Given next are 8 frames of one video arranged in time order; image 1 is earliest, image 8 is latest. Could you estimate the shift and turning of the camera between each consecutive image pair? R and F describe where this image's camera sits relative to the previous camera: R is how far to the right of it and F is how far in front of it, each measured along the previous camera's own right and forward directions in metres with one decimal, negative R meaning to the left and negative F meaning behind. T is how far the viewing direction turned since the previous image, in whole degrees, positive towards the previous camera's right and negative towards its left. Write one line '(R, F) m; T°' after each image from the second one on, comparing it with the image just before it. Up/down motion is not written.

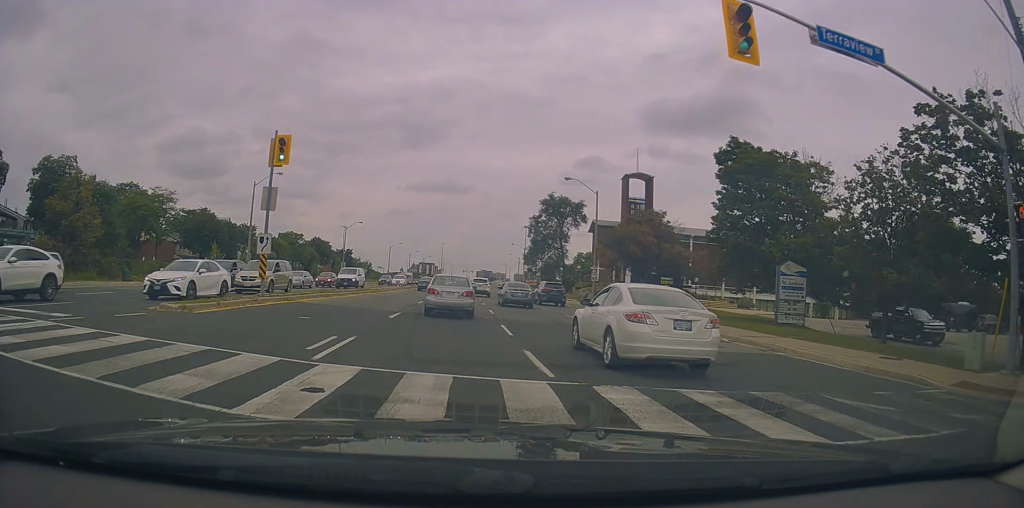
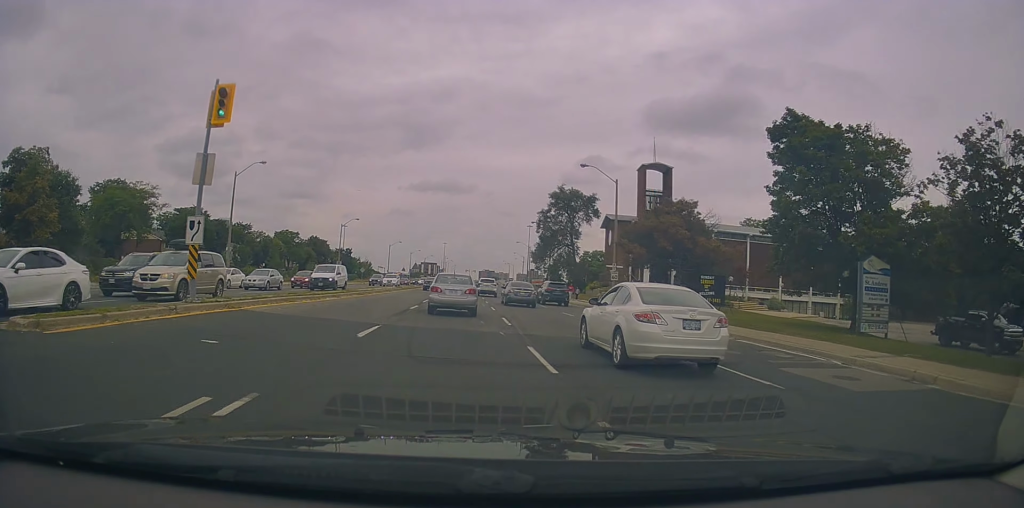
(+0.3, +5.8) m; +2°
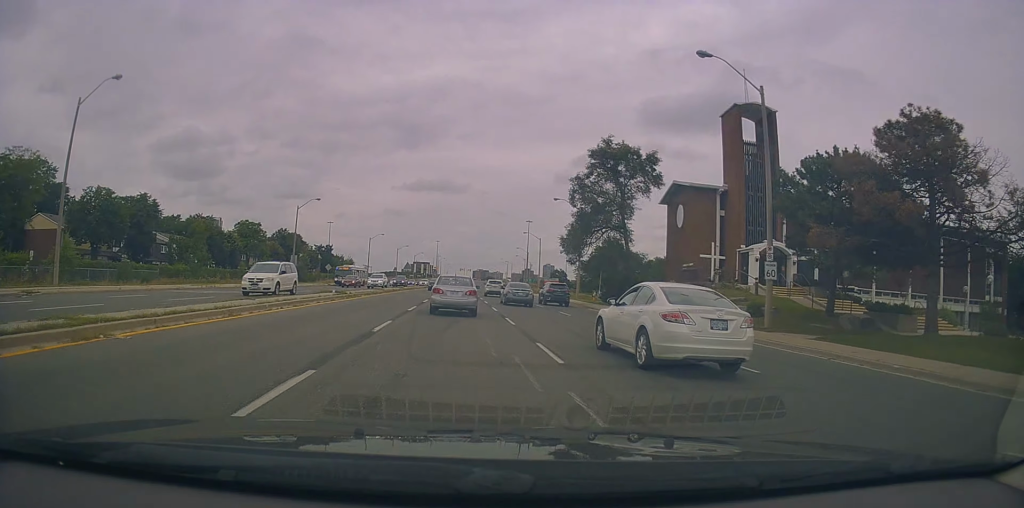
(+0.2, +24.0) m; -1°
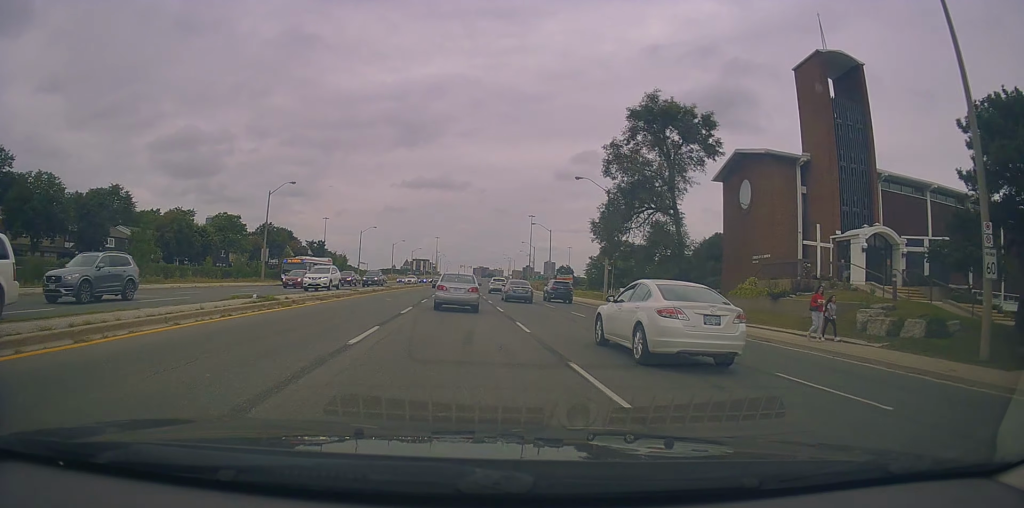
(0.0, +11.9) m; 0°
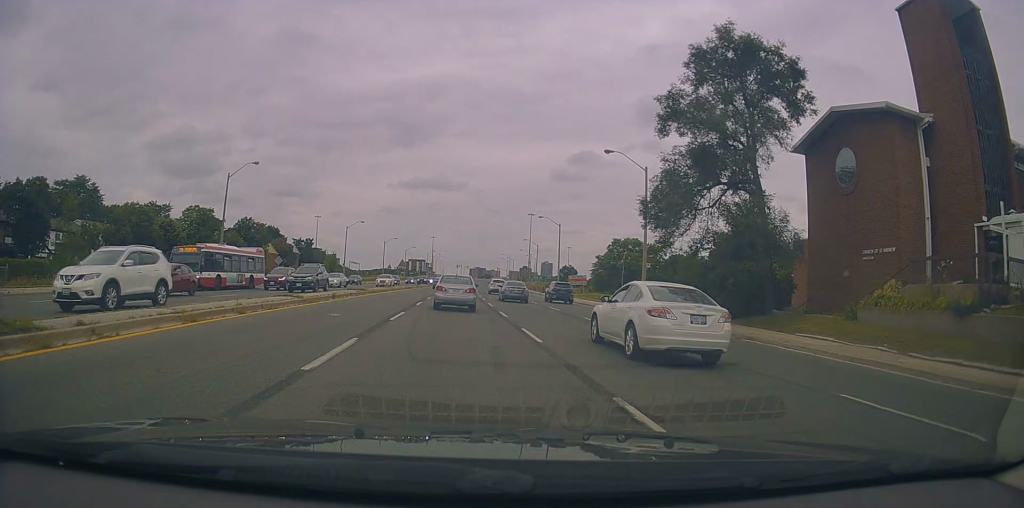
(+0.2, +11.6) m; 0°
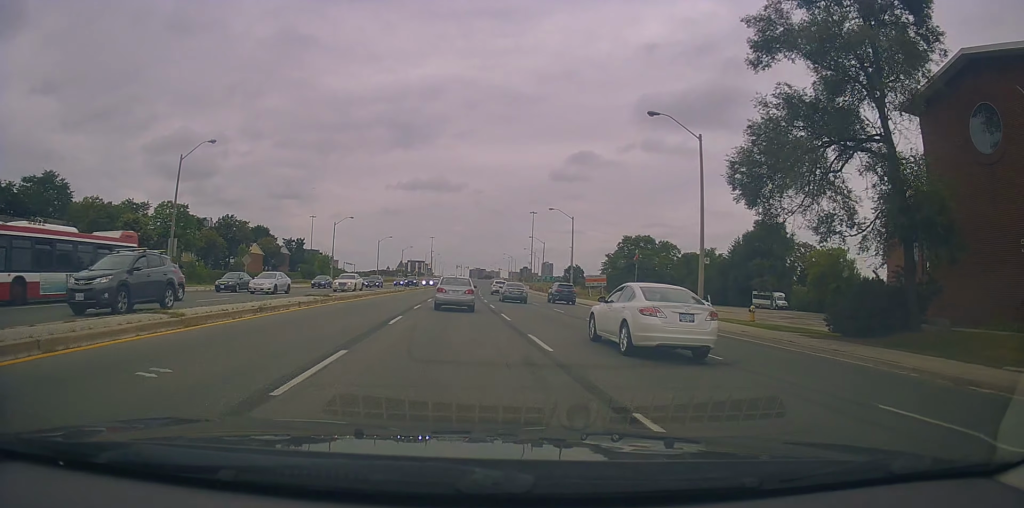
(0.0, +10.0) m; -1°
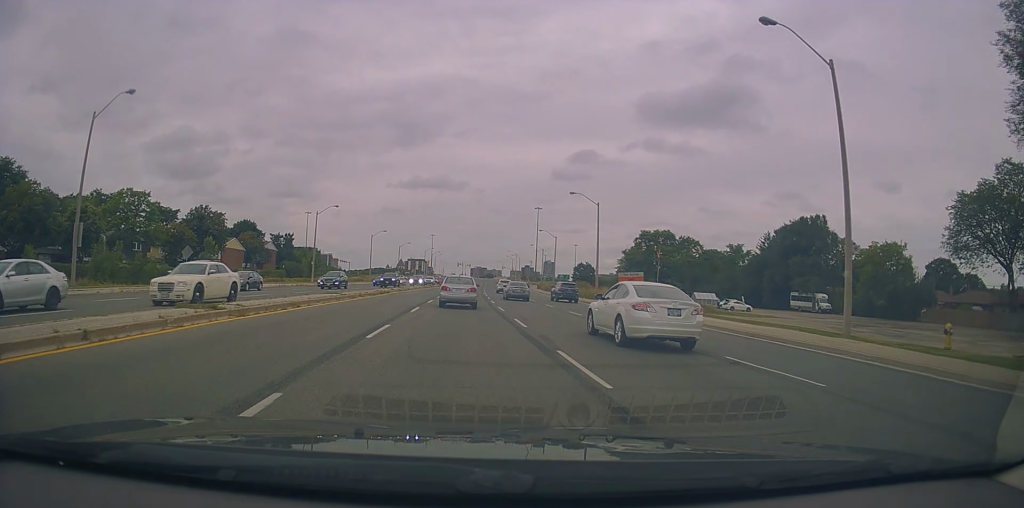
(-0.3, +12.7) m; 0°
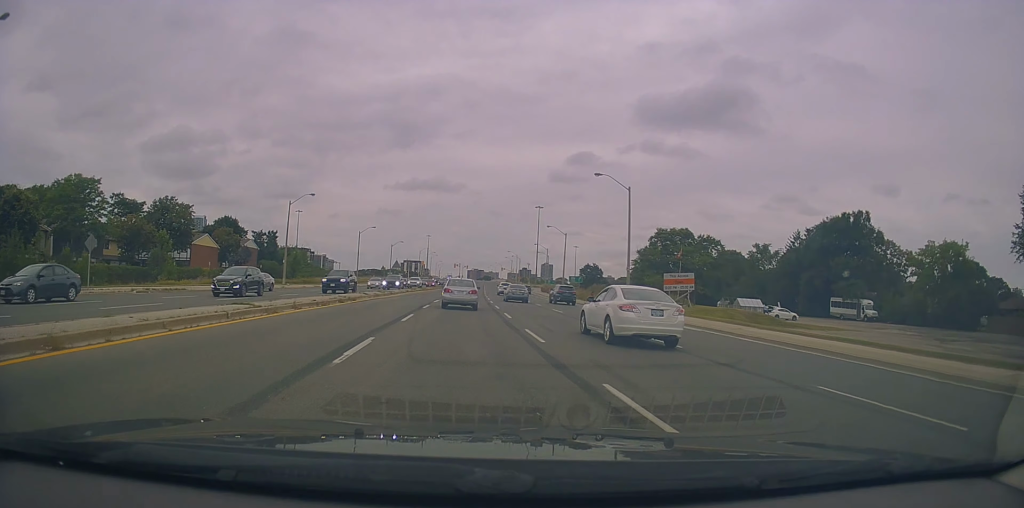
(+0.3, +12.1) m; +2°
